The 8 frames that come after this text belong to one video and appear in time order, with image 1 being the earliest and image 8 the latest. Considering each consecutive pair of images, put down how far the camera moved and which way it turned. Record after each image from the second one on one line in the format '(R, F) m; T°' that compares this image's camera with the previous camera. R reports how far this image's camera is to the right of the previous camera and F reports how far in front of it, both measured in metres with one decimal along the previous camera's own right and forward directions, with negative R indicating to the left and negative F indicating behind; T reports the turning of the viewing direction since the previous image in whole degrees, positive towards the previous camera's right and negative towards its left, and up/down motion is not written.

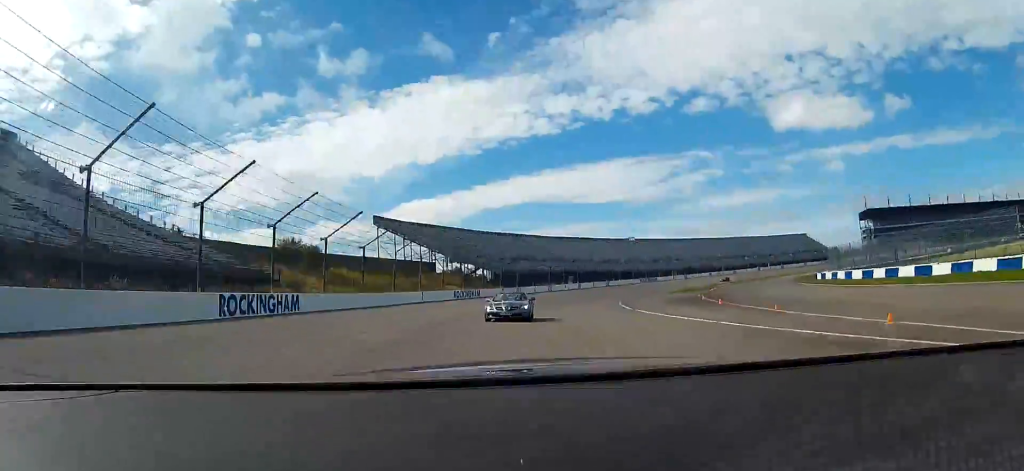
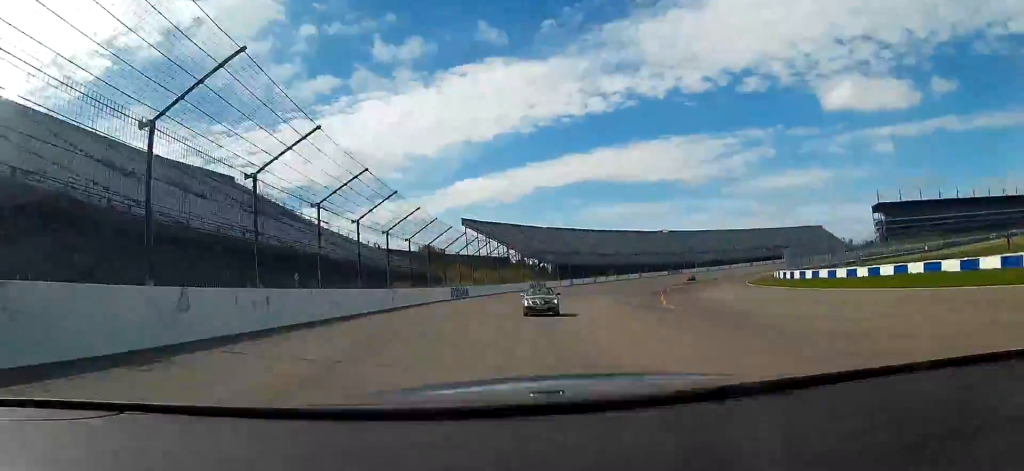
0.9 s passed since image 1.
(-2.1, +44.8) m; -5°
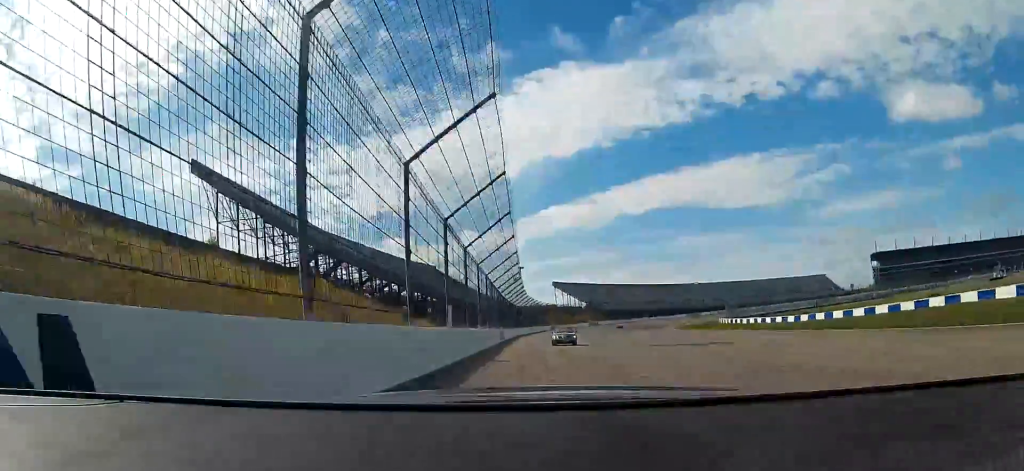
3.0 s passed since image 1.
(-7.0, +102.8) m; -6°
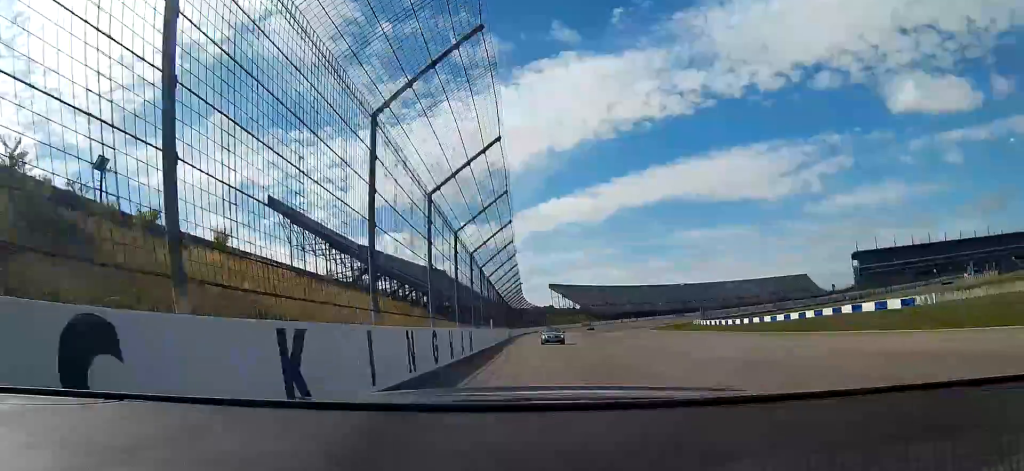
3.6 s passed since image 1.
(-0.3, +27.9) m; -1°
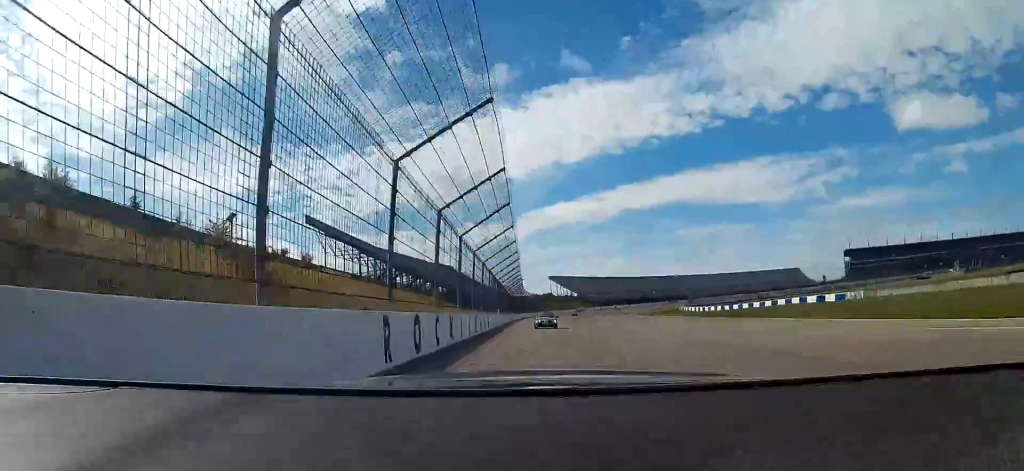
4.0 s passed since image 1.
(0.0, +18.2) m; -1°
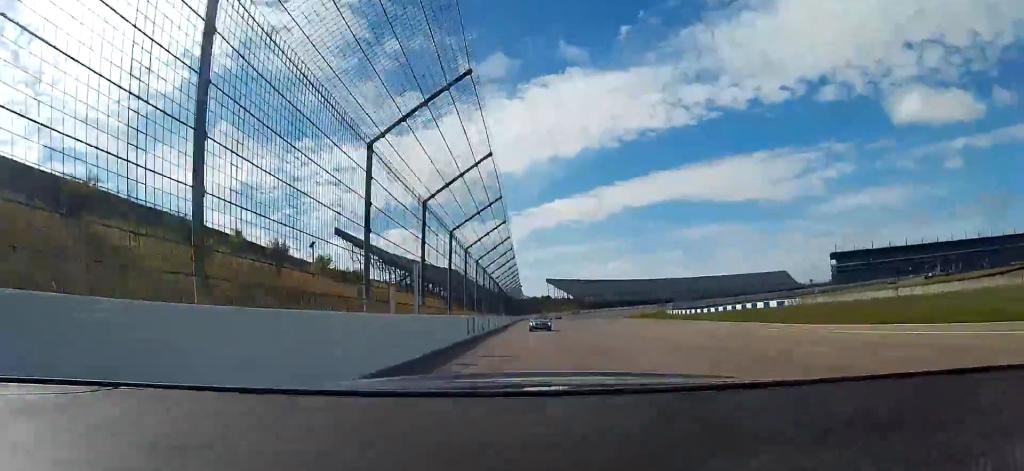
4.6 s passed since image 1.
(-0.3, +21.2) m; -1°
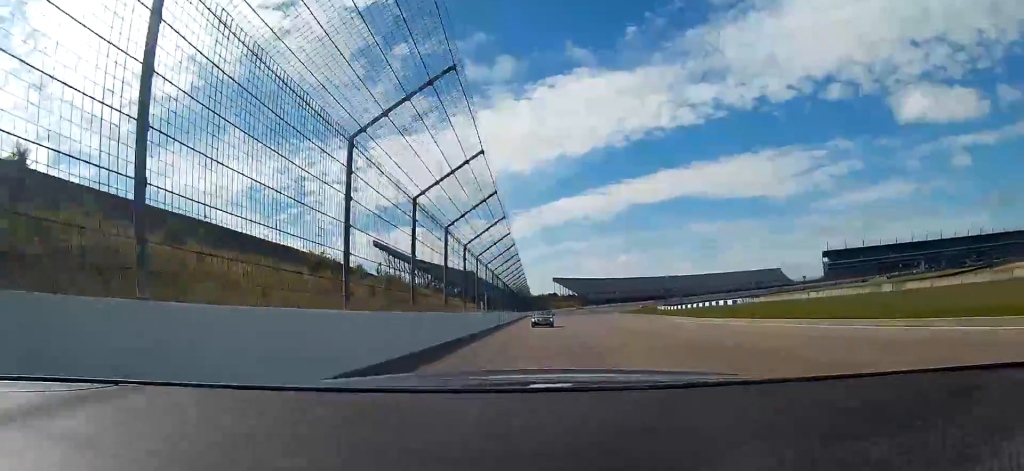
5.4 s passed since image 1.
(-0.3, +29.6) m; -2°
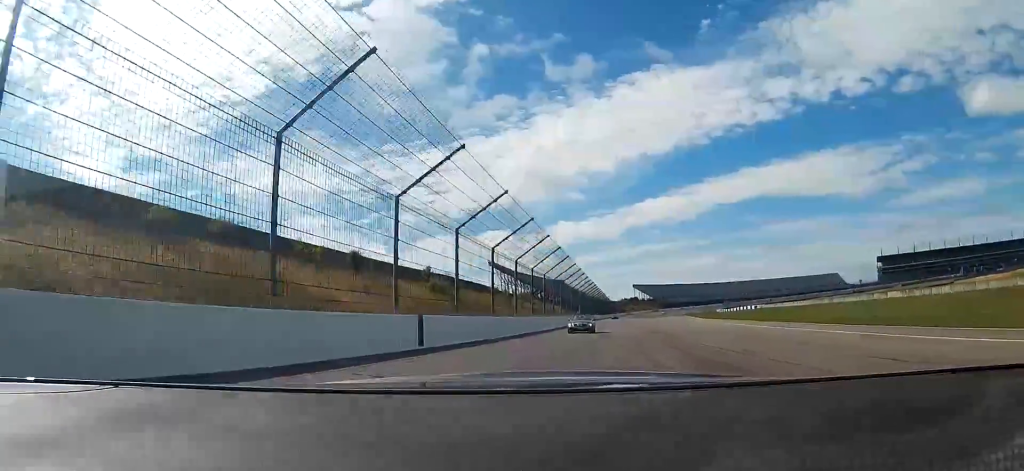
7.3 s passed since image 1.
(-2.4, +49.4) m; -11°
